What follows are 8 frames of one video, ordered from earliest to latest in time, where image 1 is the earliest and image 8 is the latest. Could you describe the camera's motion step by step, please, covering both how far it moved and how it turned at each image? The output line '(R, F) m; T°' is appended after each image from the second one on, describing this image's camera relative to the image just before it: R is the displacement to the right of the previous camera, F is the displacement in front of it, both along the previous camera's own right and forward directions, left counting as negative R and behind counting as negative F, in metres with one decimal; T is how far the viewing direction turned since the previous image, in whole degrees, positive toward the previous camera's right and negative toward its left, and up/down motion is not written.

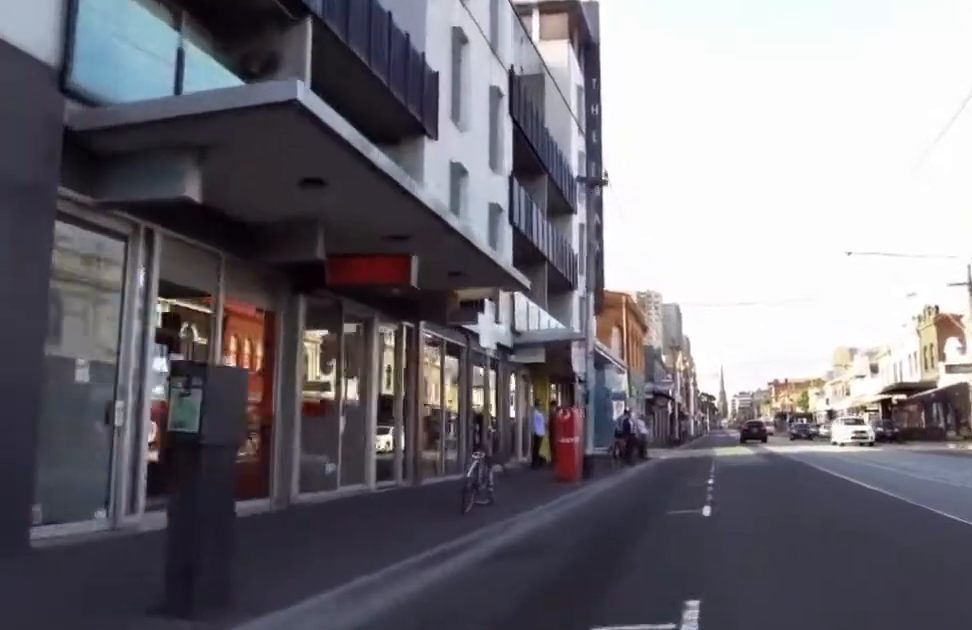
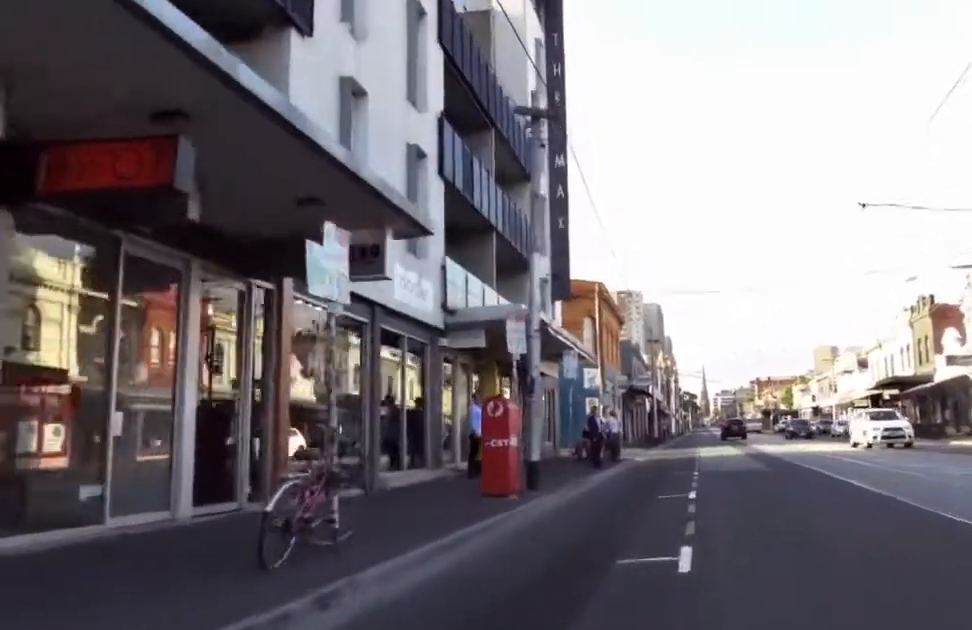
(-0.4, +4.0) m; 0°
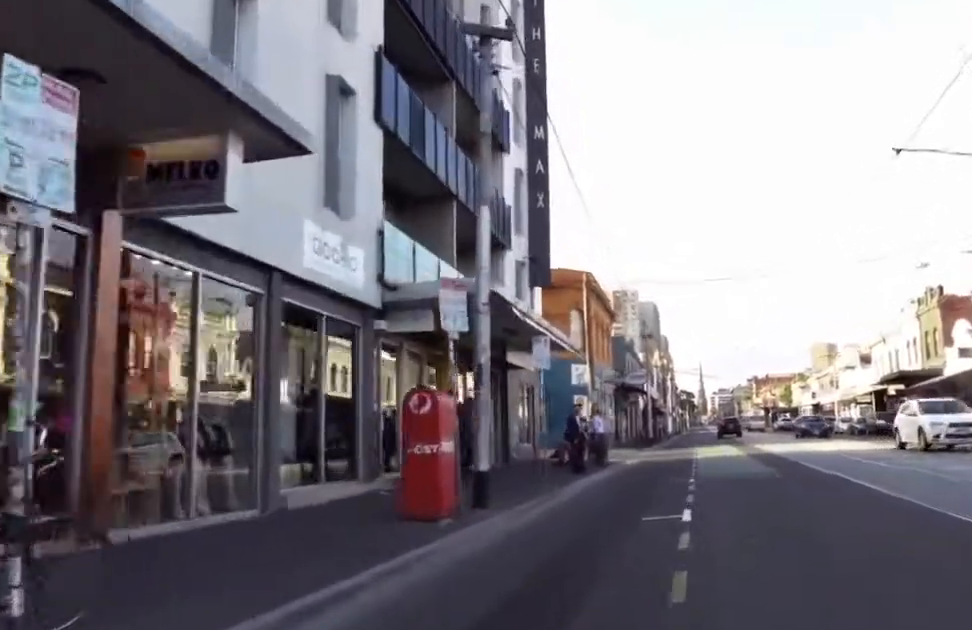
(+0.1, +3.1) m; 0°
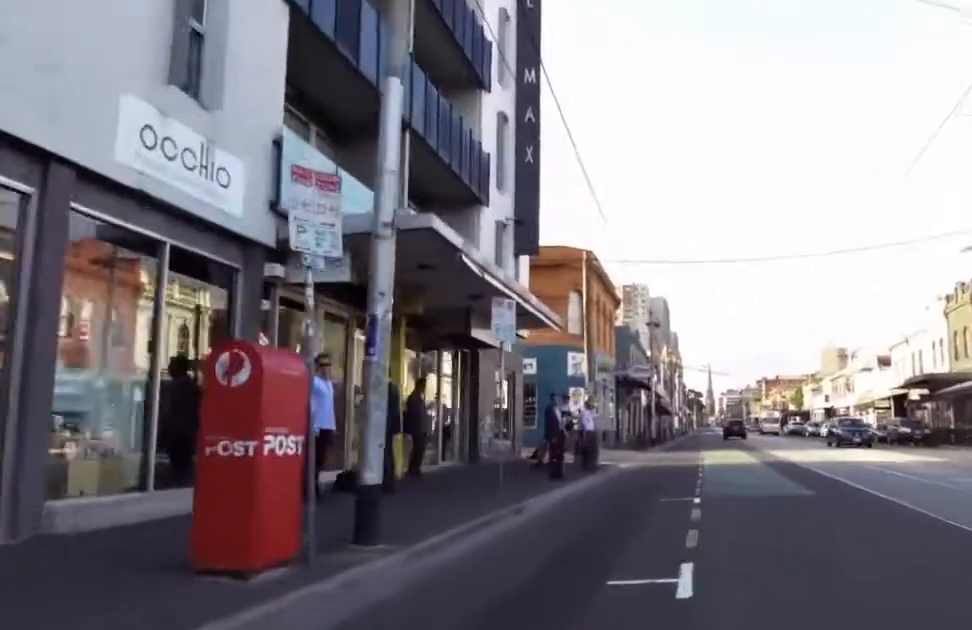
(+0.4, +3.9) m; 0°
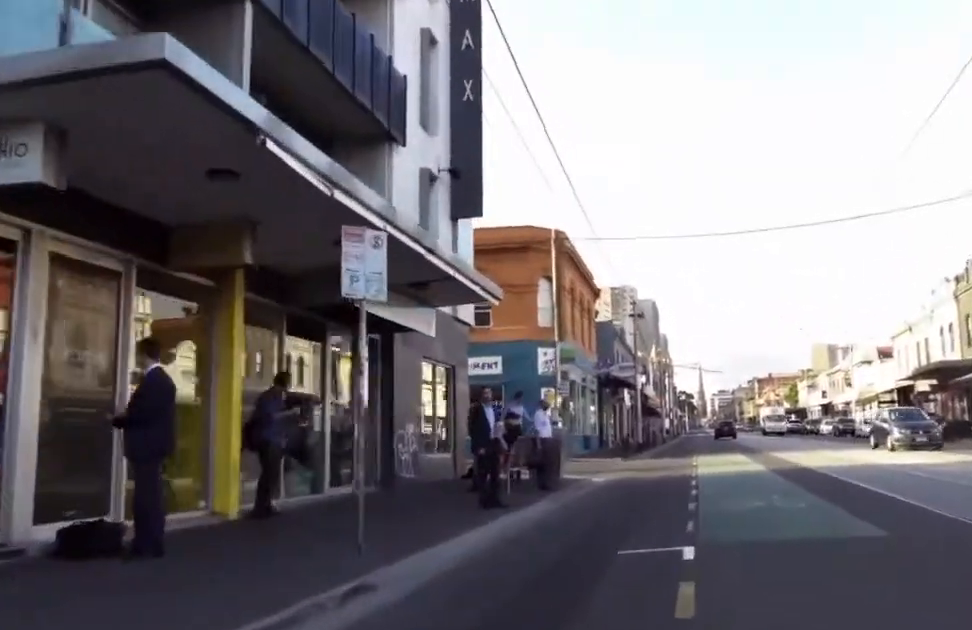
(-0.1, +4.7) m; -3°
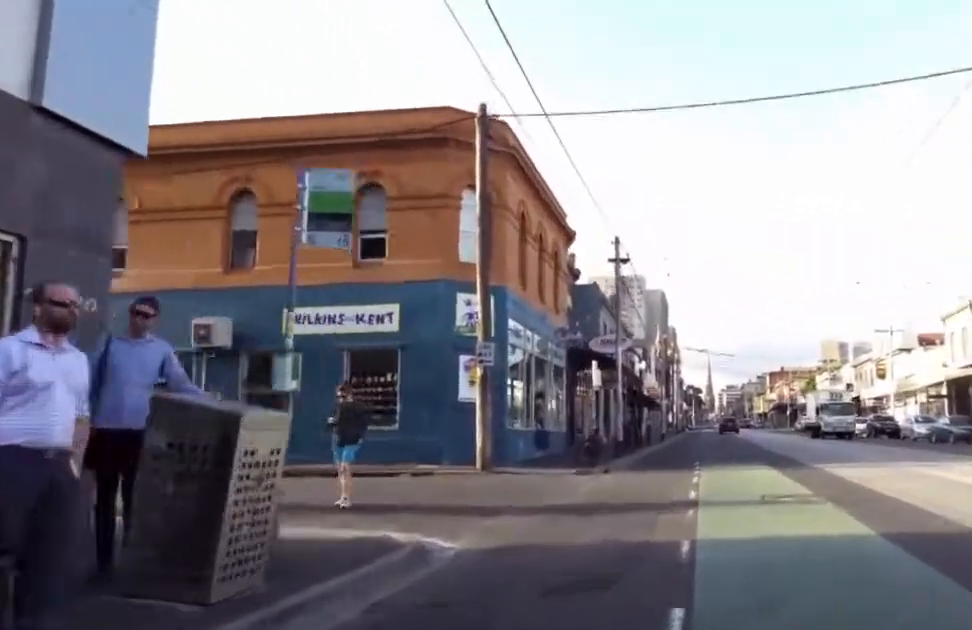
(-1.0, +11.5) m; +2°
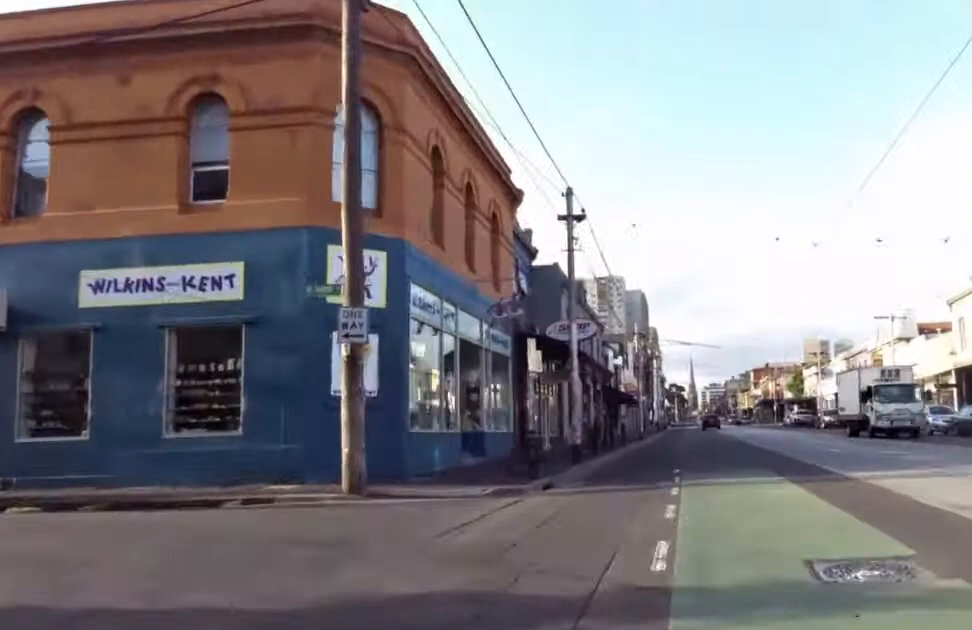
(+0.6, +5.9) m; +1°
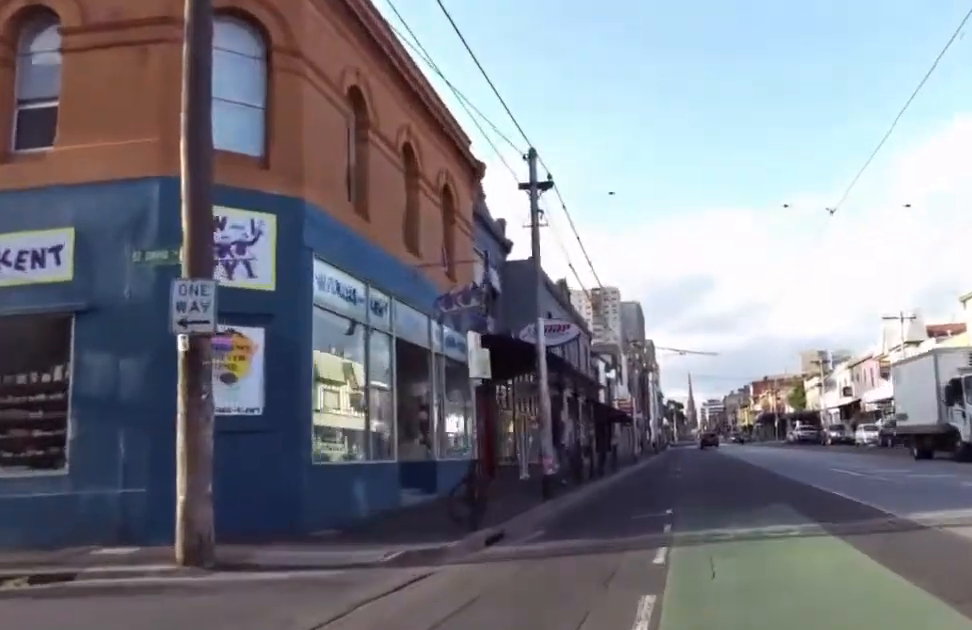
(+0.5, +3.6) m; 0°
